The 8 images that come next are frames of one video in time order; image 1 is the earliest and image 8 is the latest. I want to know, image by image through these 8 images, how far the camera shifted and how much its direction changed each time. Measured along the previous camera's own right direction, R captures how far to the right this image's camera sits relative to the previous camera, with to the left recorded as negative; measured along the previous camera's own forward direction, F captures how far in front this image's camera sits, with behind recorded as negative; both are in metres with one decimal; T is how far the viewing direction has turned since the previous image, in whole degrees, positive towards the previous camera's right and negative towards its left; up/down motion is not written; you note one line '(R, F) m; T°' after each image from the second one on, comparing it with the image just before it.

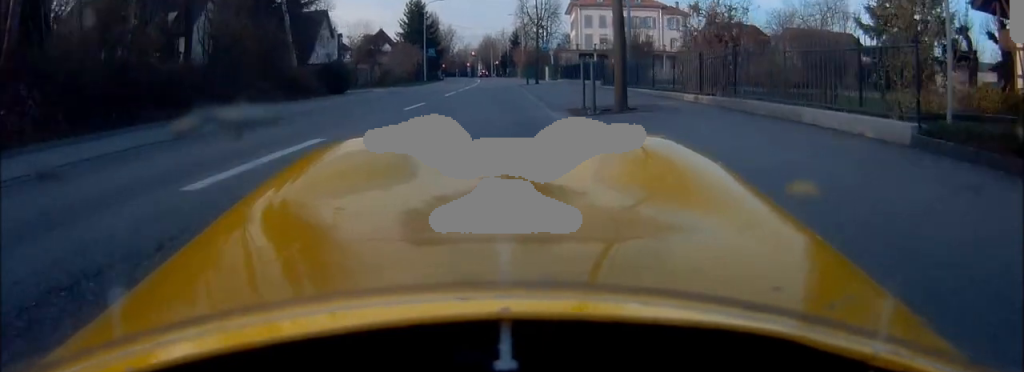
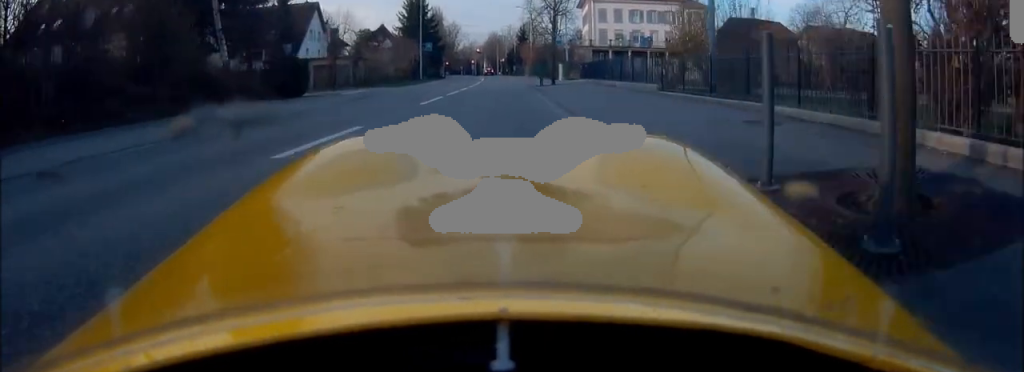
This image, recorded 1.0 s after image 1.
(0.0, +7.7) m; 0°
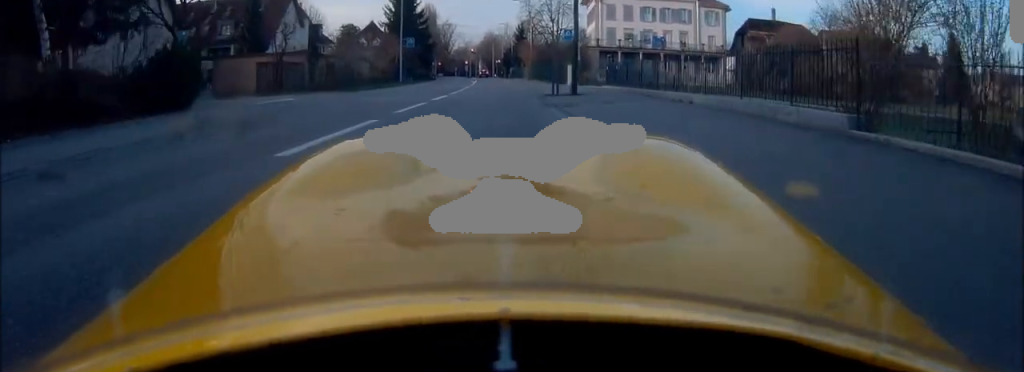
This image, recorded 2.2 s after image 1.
(0.0, +8.9) m; +1°
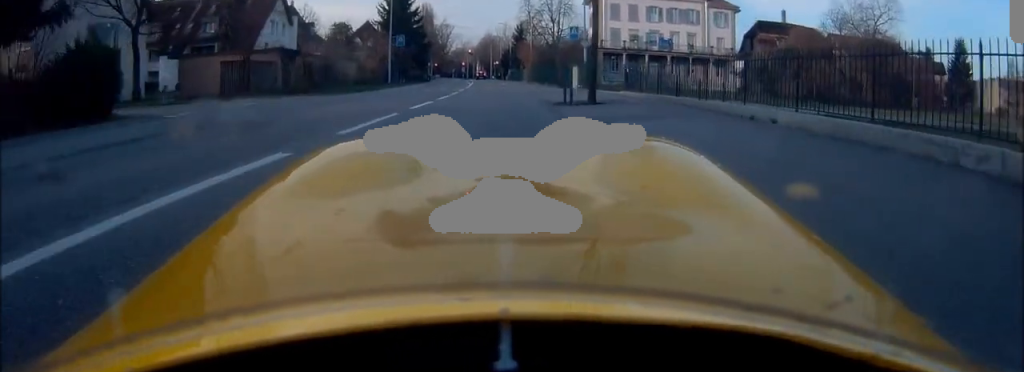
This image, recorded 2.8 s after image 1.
(0.0, +4.0) m; +1°
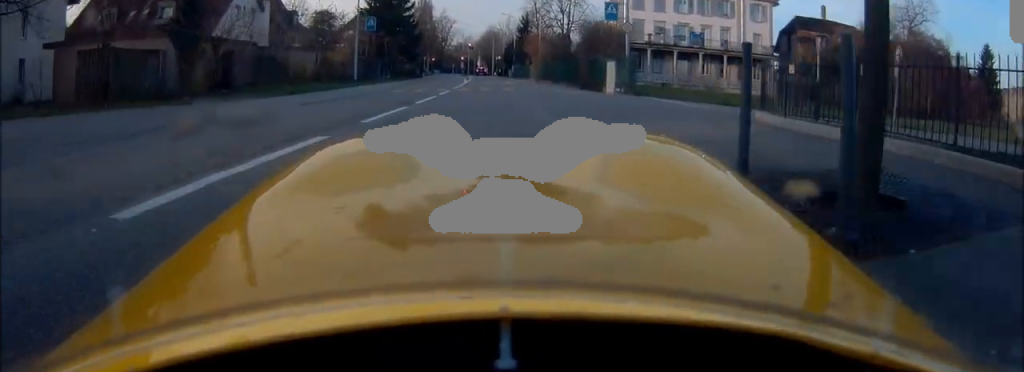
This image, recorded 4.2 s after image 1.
(+0.2, +10.8) m; -1°
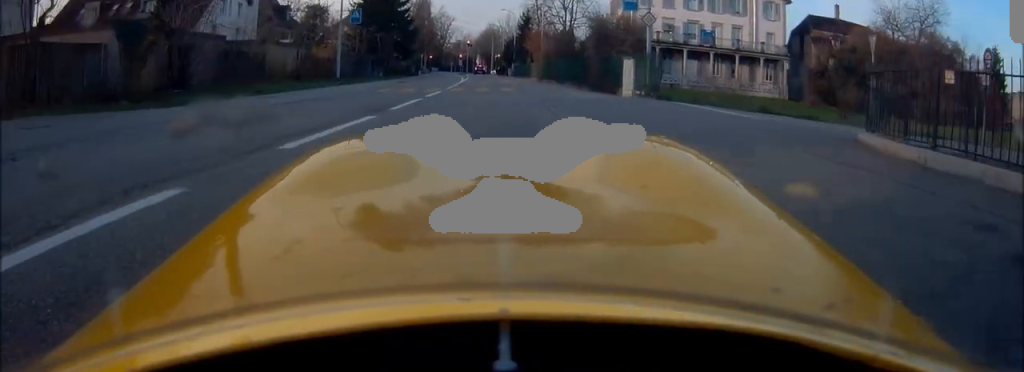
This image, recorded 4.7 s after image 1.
(+0.1, +3.4) m; -2°
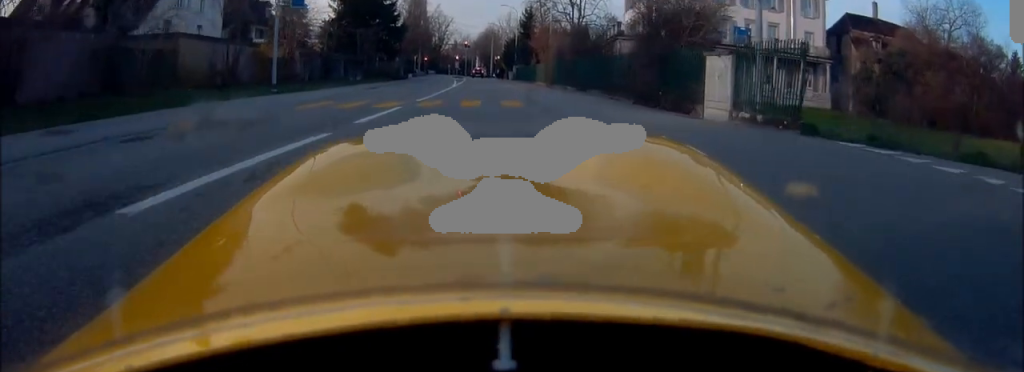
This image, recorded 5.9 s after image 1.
(-0.4, +8.6) m; -1°
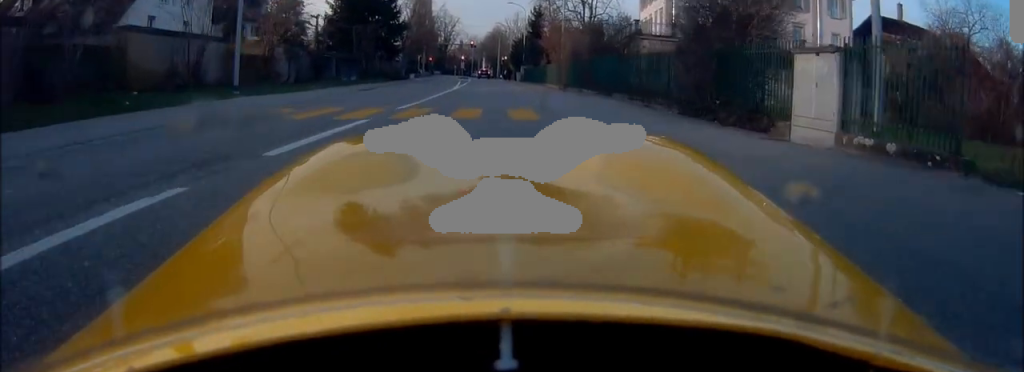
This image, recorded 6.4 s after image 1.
(+0.1, +3.7) m; +1°
